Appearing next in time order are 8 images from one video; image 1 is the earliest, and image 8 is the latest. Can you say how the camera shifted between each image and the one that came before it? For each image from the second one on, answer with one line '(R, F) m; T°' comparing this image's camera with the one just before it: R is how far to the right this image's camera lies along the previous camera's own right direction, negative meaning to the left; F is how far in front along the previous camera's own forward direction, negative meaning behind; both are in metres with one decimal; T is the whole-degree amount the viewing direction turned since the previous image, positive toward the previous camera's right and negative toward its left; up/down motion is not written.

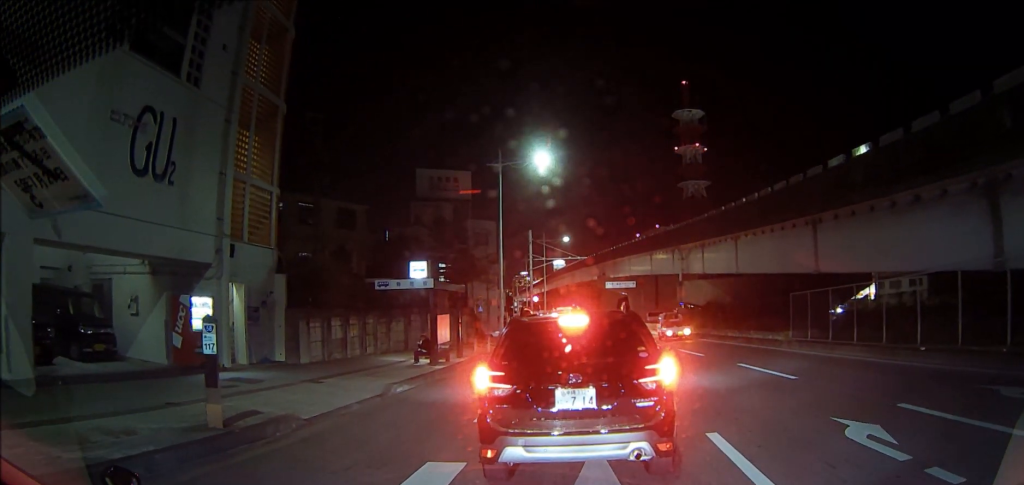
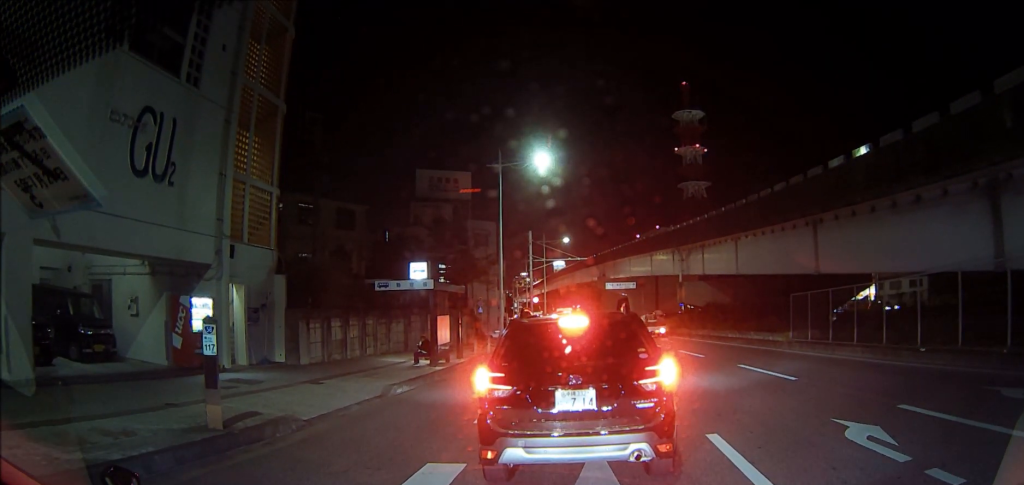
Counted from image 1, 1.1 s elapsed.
(+0.1, -0.2) m; 0°
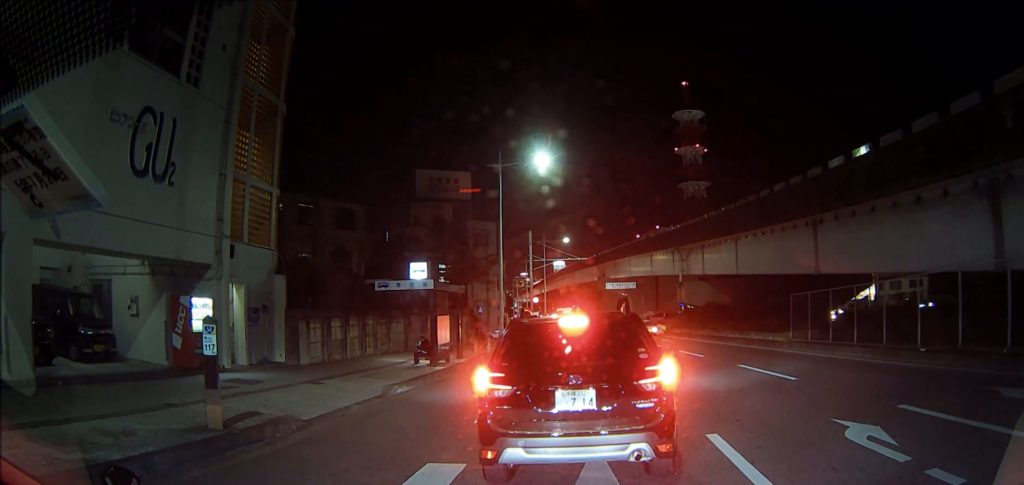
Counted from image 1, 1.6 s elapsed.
(0.0, 0.0) m; 0°
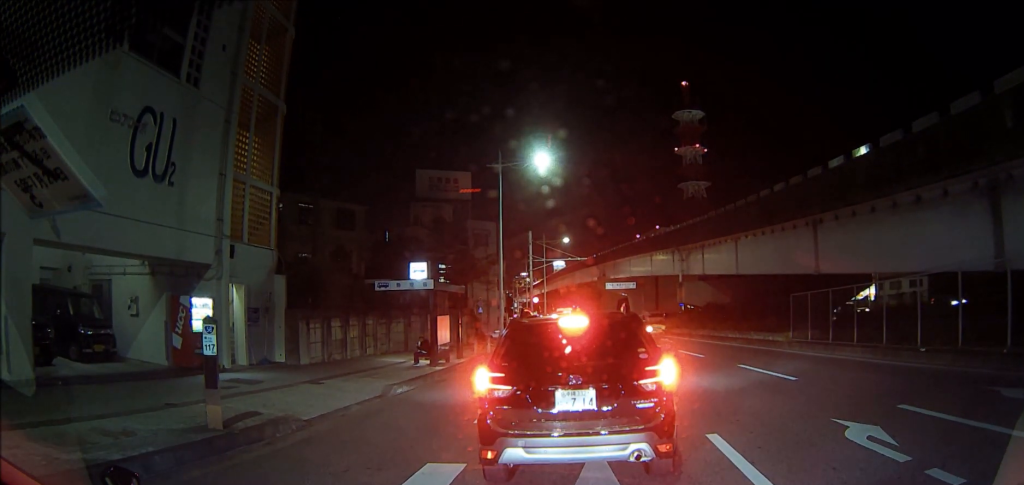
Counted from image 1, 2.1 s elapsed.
(0.0, 0.0) m; 0°
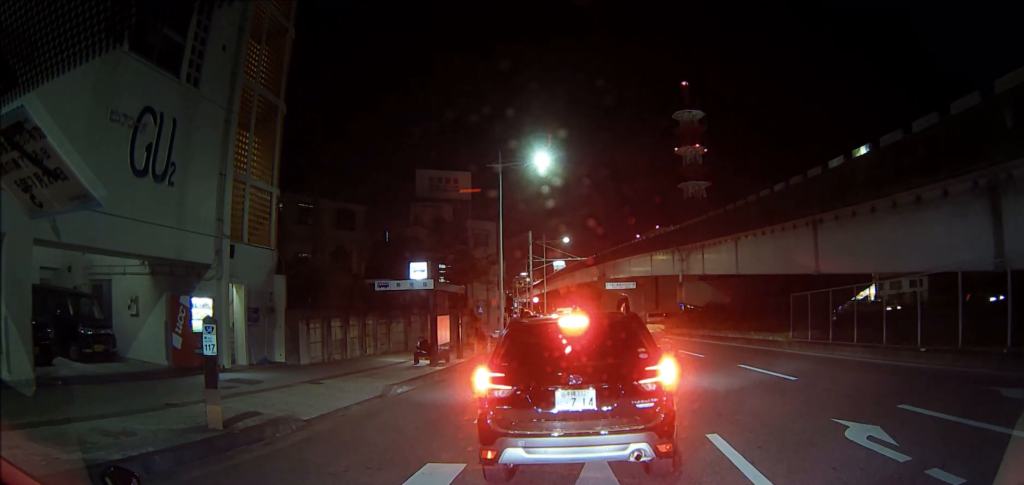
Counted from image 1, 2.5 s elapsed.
(0.0, 0.0) m; 0°
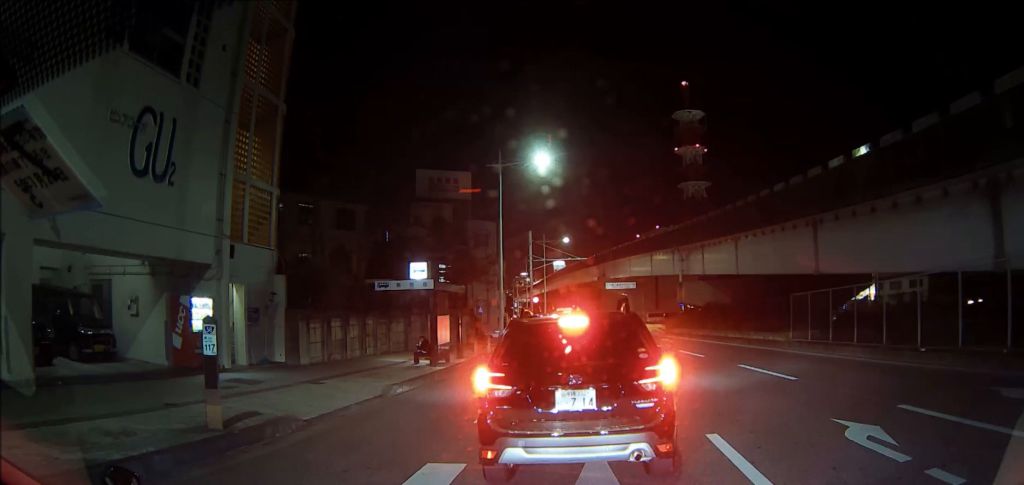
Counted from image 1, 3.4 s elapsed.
(0.0, 0.0) m; 0°
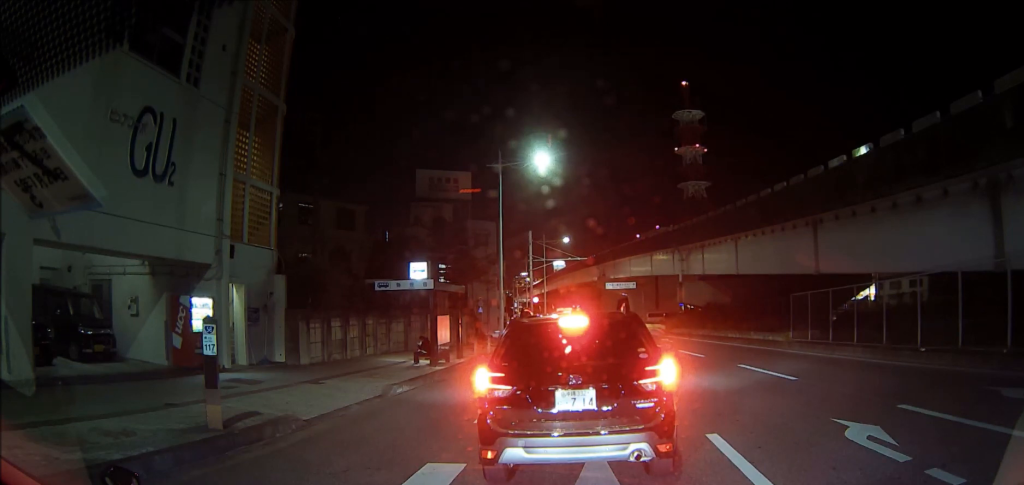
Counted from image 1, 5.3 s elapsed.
(0.0, 0.0) m; 0°
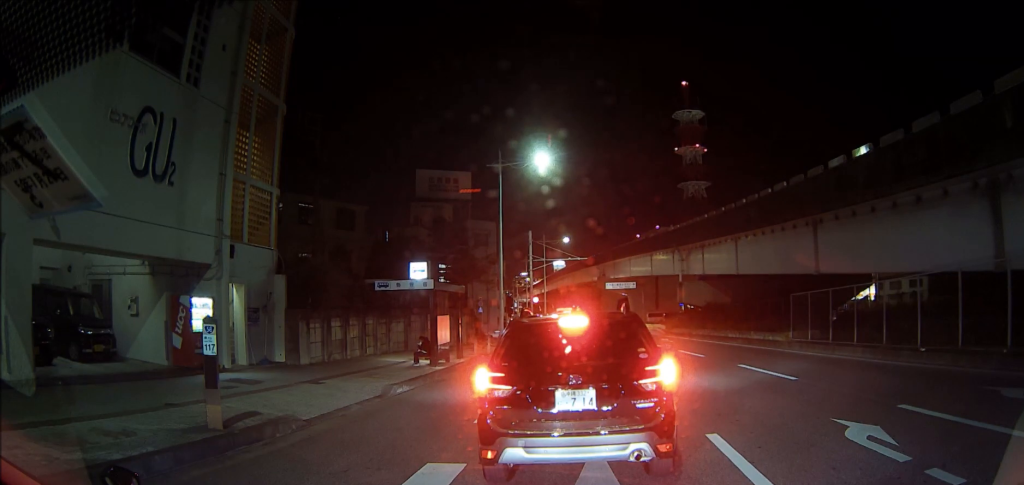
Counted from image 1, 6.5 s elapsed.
(0.0, 0.0) m; 0°
